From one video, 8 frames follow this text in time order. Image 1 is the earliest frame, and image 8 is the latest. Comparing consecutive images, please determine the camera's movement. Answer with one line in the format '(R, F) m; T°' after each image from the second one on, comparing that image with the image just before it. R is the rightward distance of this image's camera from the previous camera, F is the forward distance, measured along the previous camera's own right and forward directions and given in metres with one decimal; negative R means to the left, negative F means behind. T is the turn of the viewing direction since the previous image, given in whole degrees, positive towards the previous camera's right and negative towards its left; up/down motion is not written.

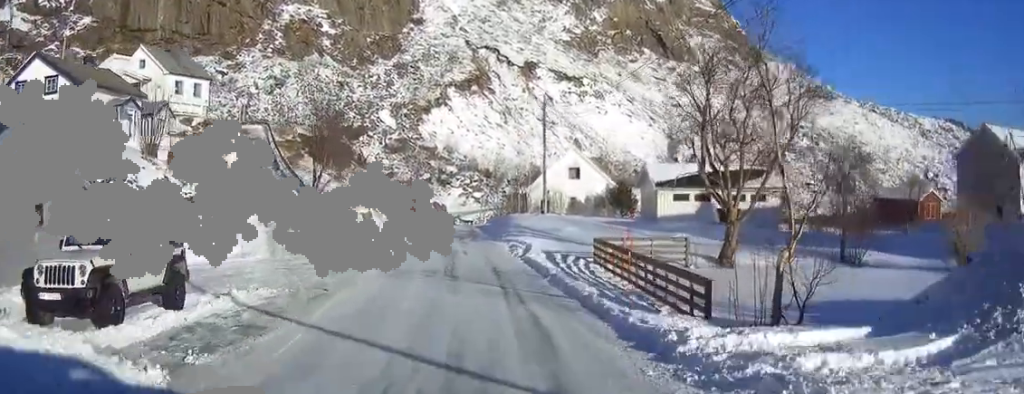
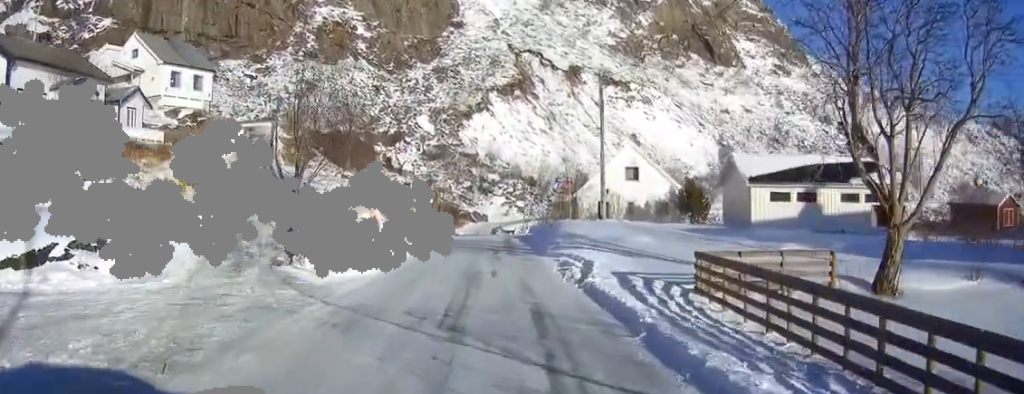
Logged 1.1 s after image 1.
(-0.9, +9.8) m; -8°
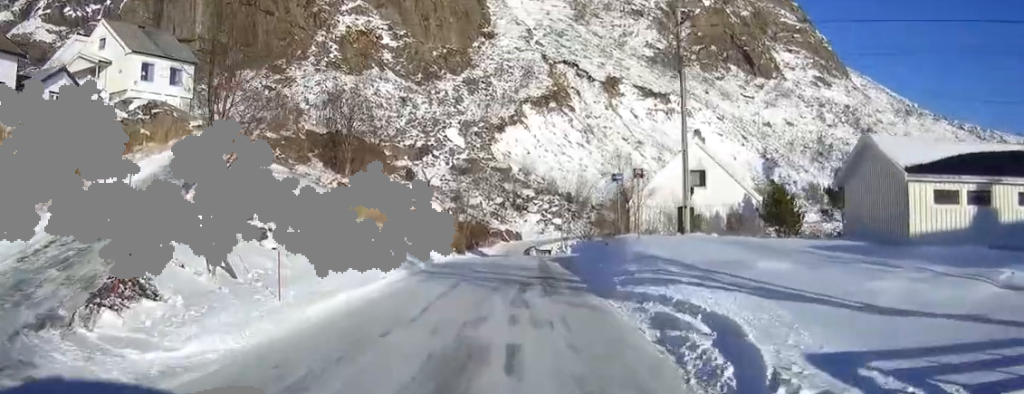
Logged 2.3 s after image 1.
(-0.4, +11.1) m; -3°
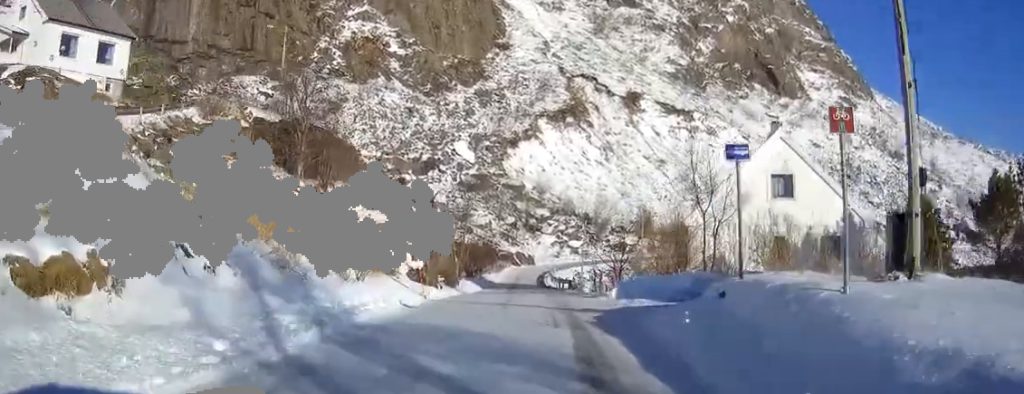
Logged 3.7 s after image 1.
(-0.4, +13.2) m; -2°
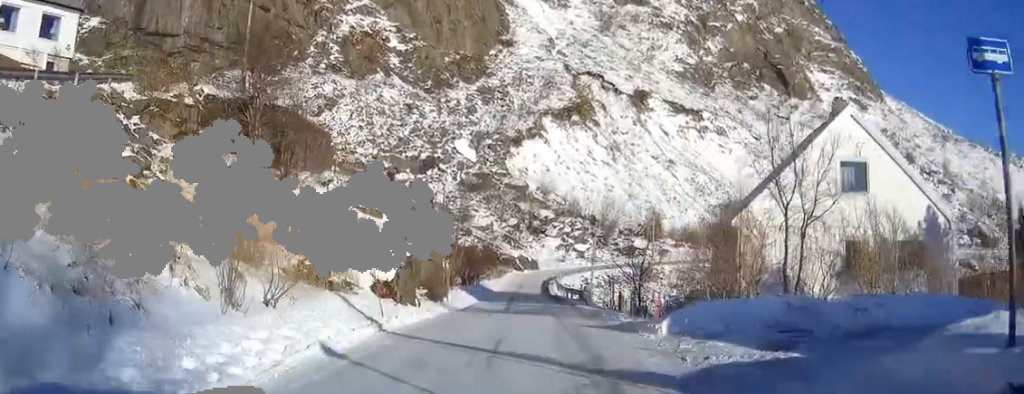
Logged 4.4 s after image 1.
(0.0, +7.2) m; 0°
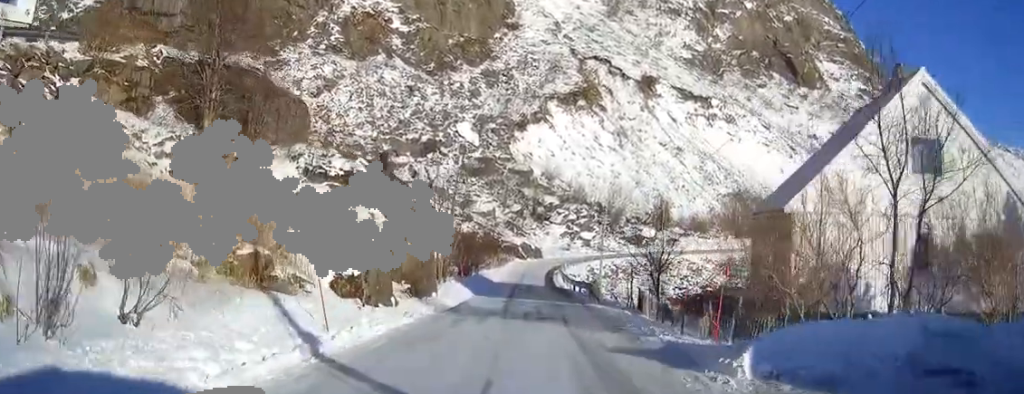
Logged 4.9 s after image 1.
(0.0, +5.0) m; 0°
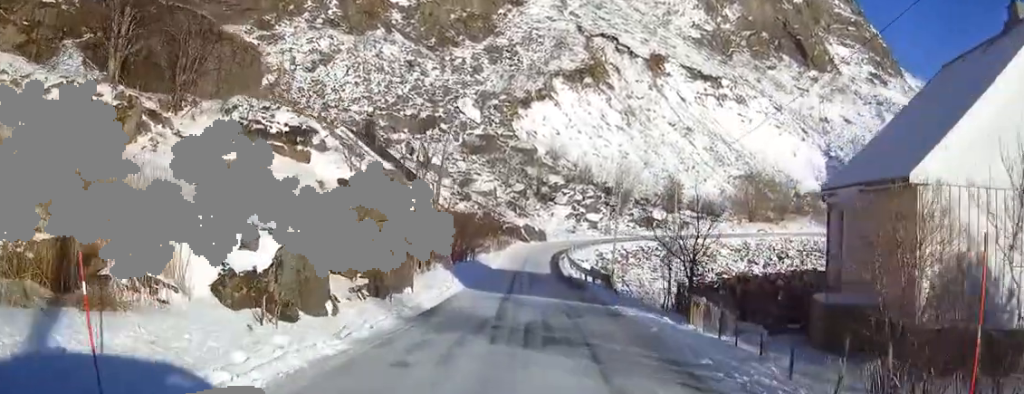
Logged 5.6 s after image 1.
(0.0, +7.0) m; 0°
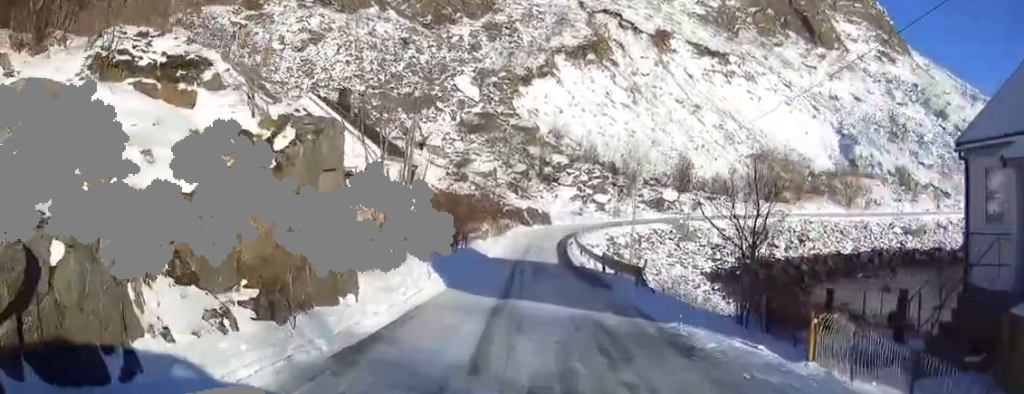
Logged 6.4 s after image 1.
(+0.1, +7.8) m; 0°
